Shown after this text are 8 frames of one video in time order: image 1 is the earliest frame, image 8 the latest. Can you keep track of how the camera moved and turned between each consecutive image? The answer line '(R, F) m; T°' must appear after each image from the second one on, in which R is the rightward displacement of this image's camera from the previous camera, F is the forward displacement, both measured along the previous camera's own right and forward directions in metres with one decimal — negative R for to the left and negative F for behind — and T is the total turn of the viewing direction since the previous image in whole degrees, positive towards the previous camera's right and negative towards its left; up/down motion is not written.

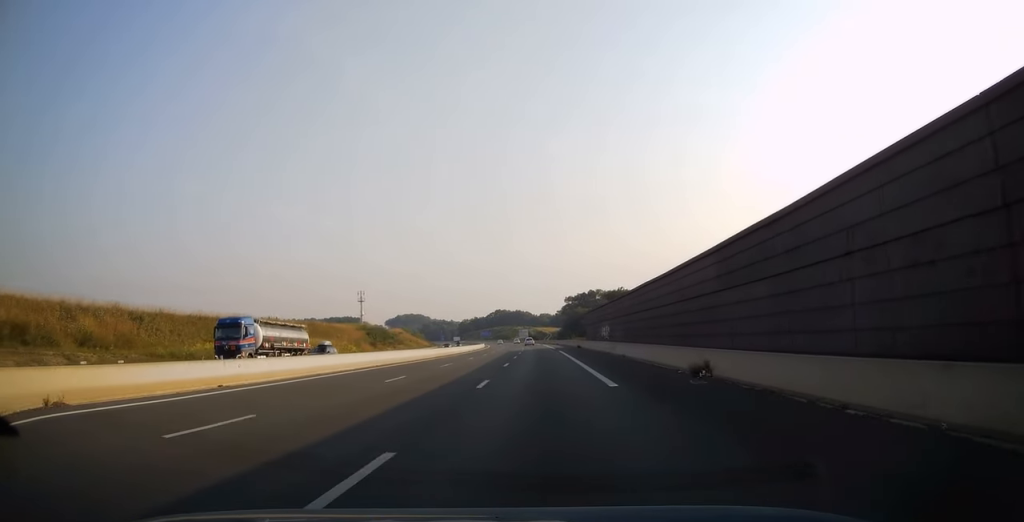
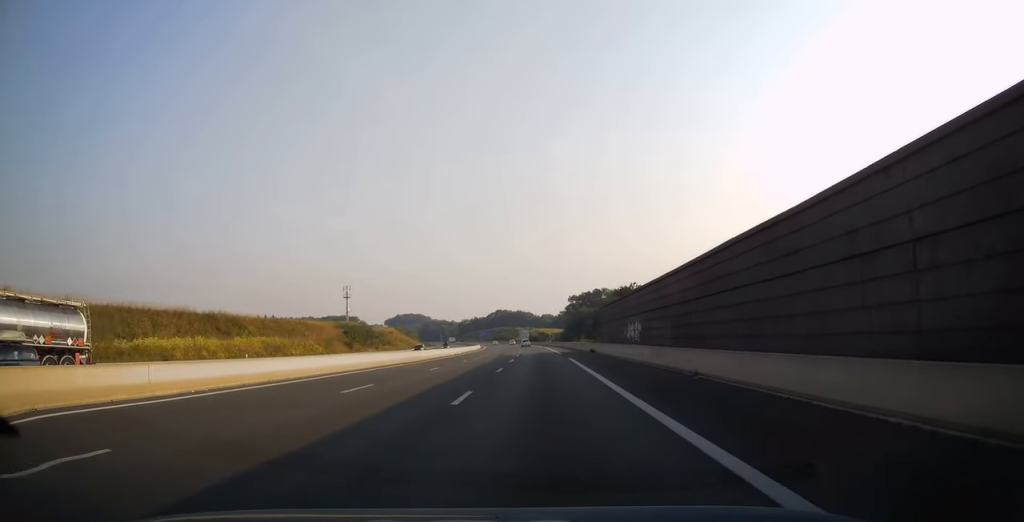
(-0.1, +17.2) m; -1°
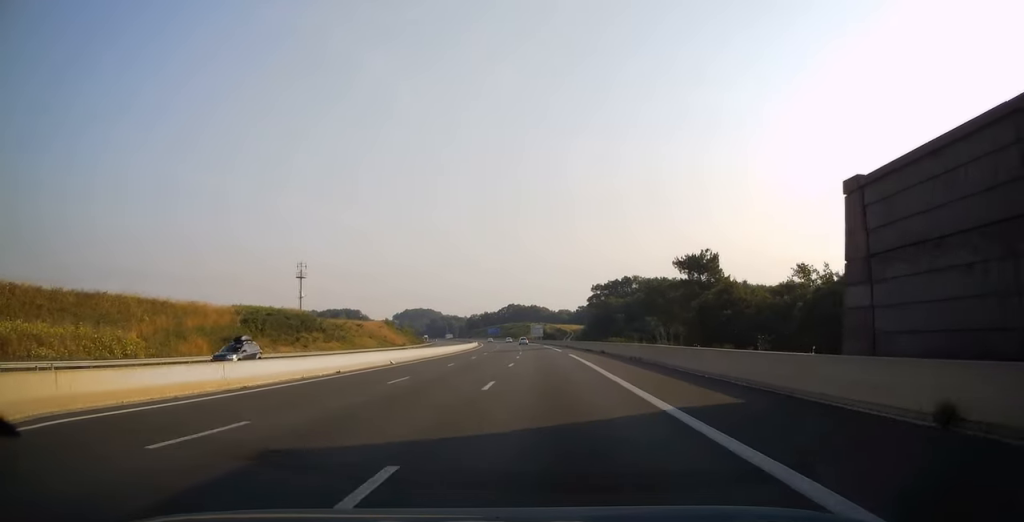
(-0.6, +47.8) m; -1°
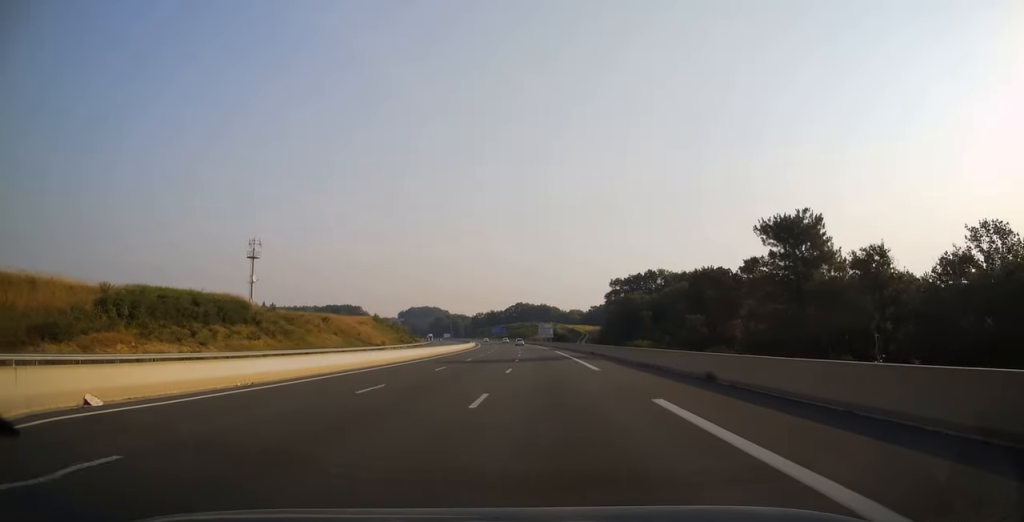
(-0.2, +29.5) m; -1°
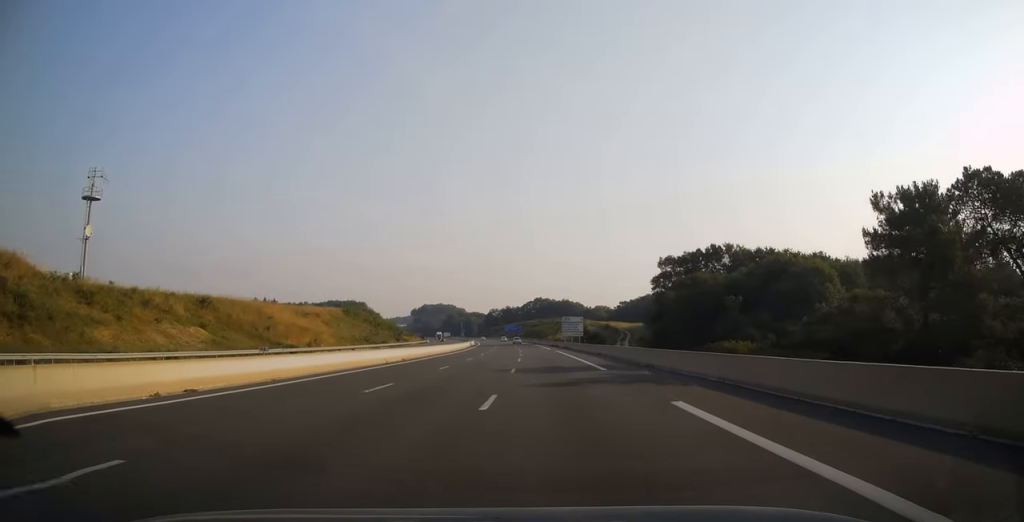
(-0.7, +51.6) m; -2°
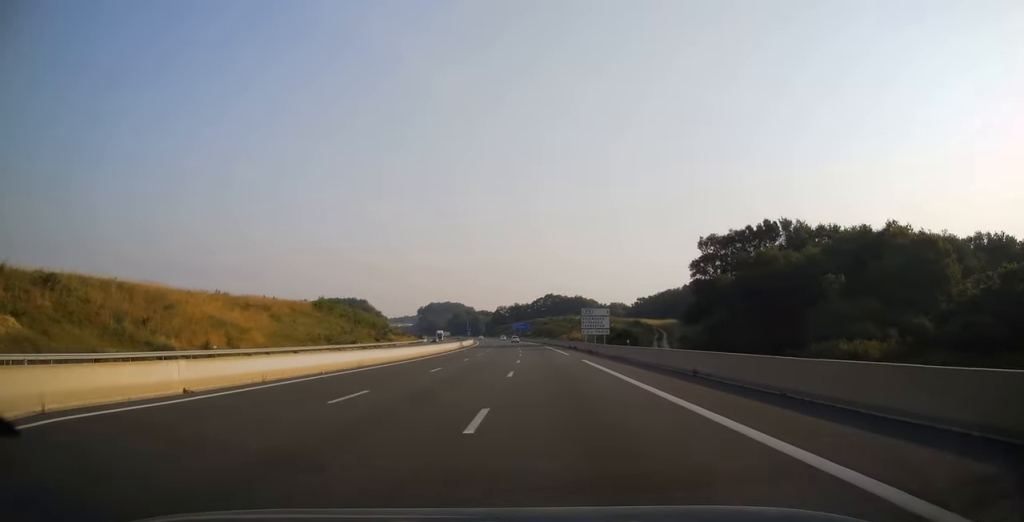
(-0.3, +28.5) m; -1°
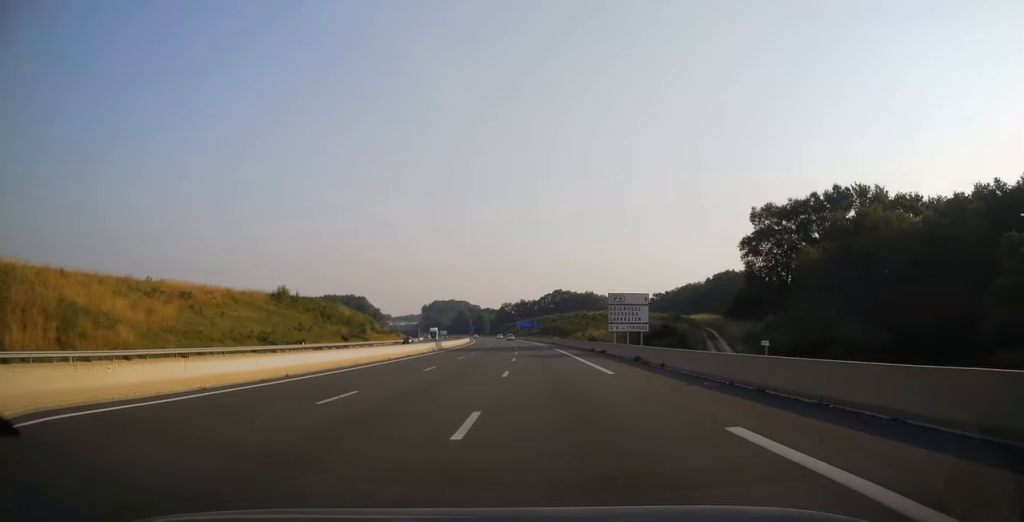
(-0.3, +26.1) m; -1°
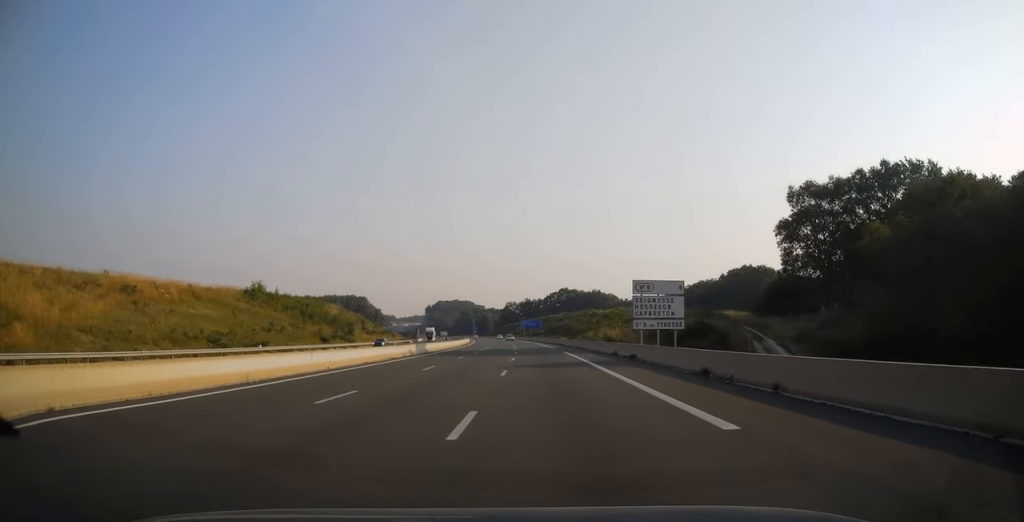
(-0.1, +12.8) m; 0°
